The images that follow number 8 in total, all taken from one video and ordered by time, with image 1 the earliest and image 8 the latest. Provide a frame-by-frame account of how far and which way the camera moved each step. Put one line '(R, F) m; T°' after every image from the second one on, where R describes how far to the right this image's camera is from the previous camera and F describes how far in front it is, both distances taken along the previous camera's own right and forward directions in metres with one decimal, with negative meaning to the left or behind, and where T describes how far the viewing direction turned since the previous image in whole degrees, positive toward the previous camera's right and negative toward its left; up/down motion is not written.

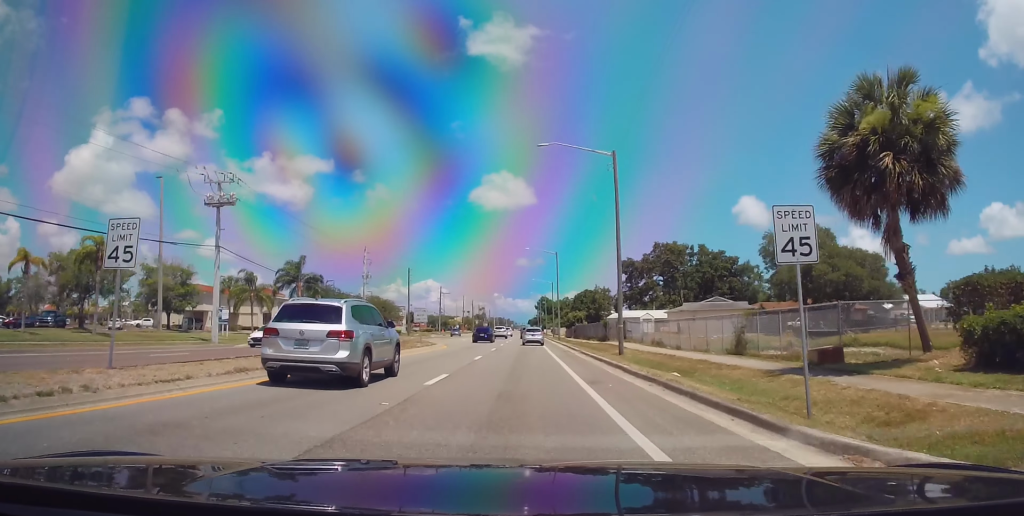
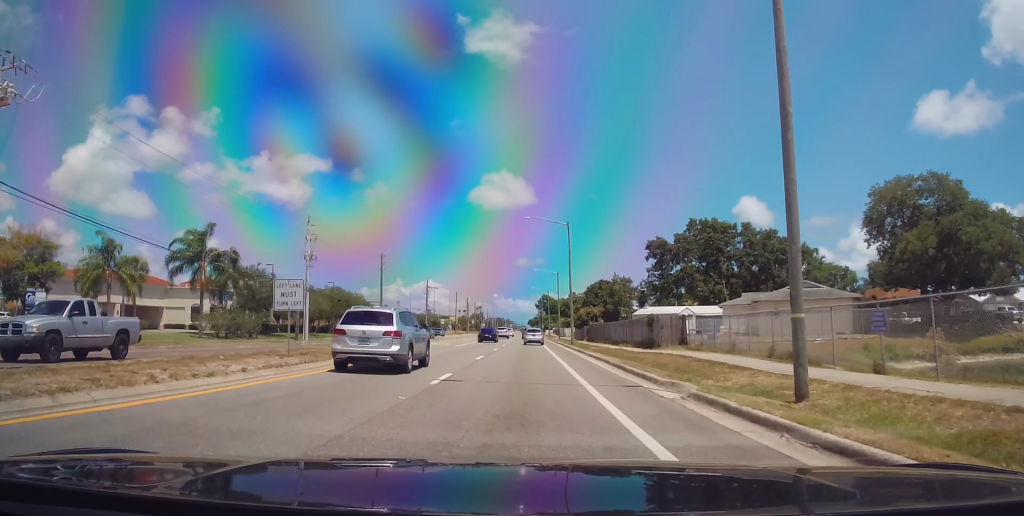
(0.0, +23.8) m; 0°
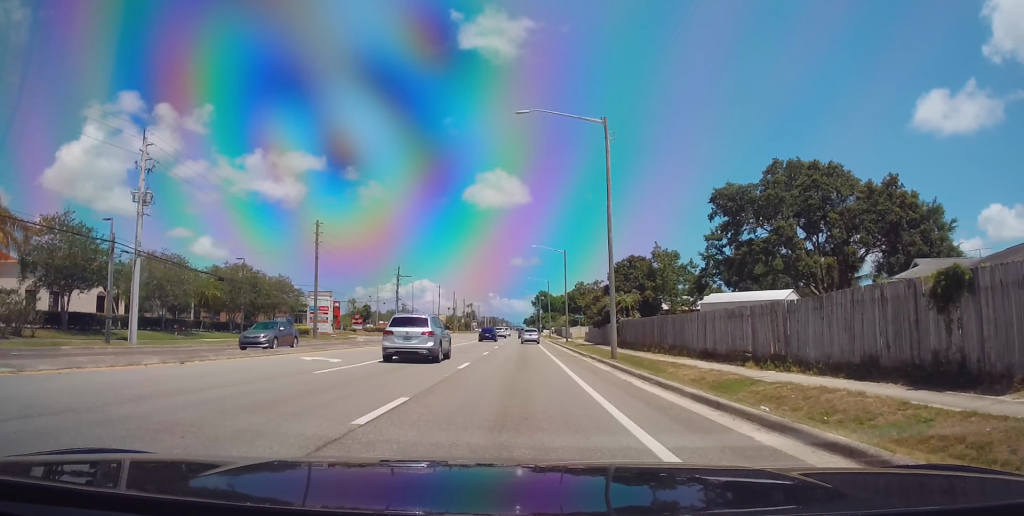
(-0.1, +30.9) m; -2°
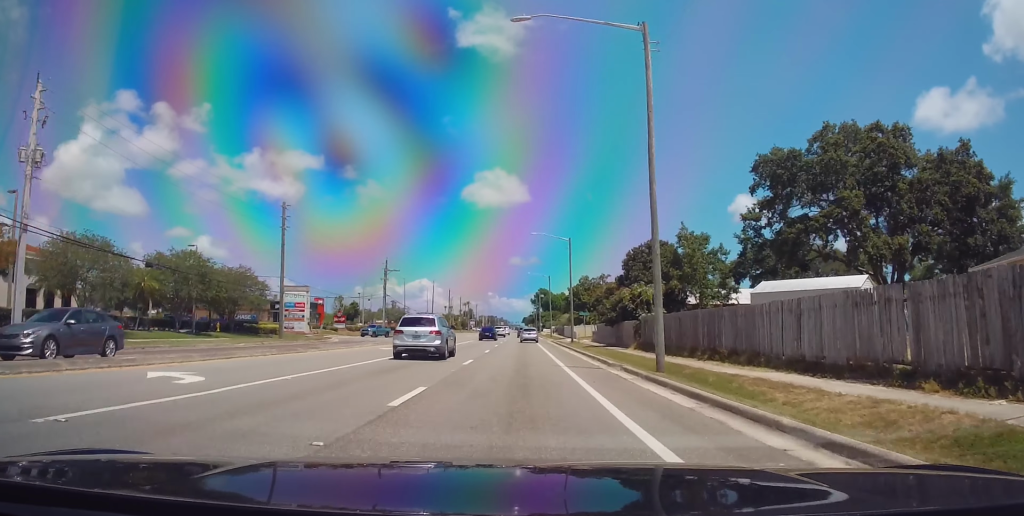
(-0.3, +10.3) m; 0°
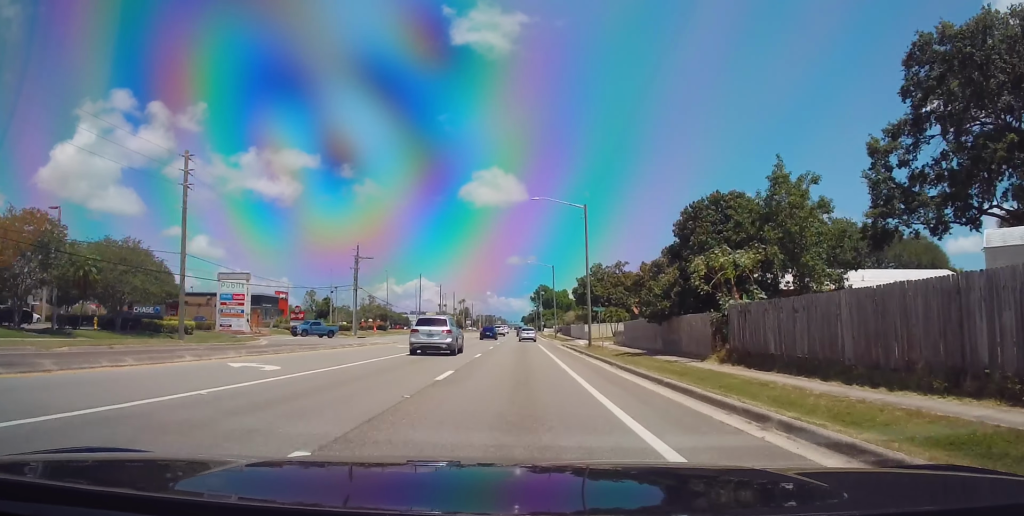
(+0.1, +19.3) m; +1°
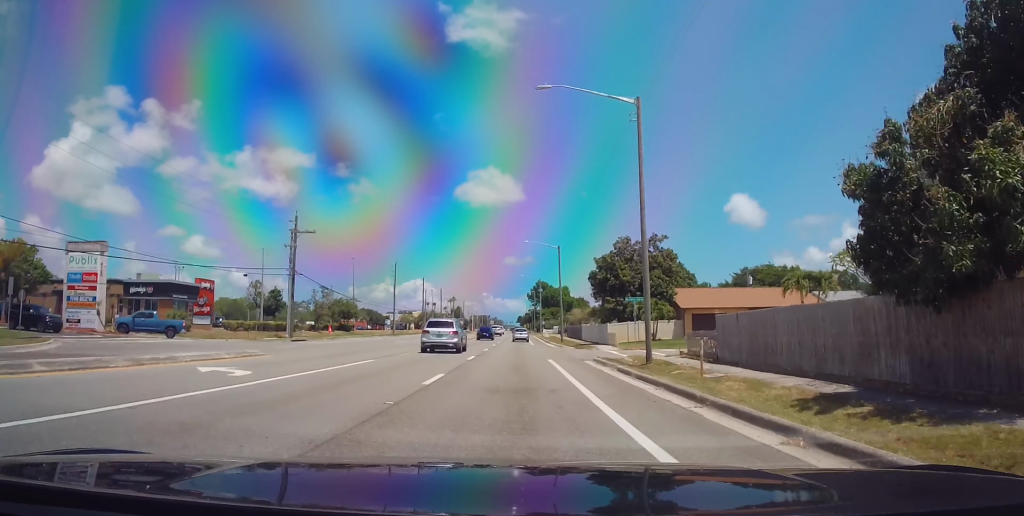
(+0.2, +25.2) m; 0°
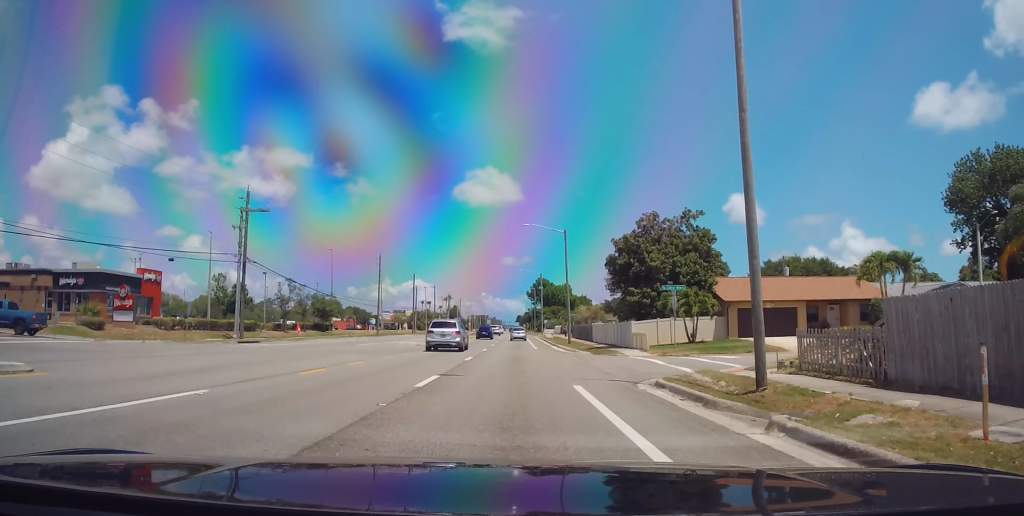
(0.0, +12.6) m; 0°
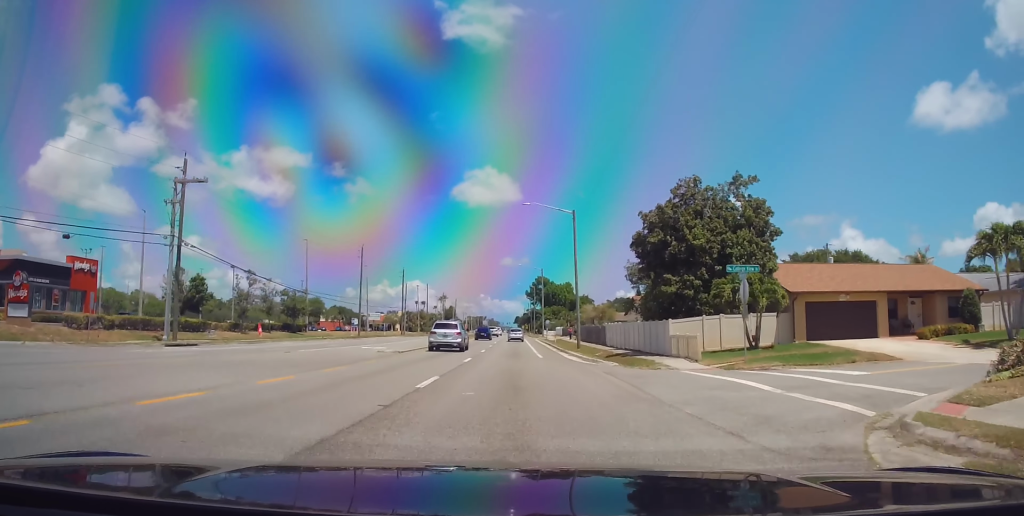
(0.0, +11.4) m; 0°
